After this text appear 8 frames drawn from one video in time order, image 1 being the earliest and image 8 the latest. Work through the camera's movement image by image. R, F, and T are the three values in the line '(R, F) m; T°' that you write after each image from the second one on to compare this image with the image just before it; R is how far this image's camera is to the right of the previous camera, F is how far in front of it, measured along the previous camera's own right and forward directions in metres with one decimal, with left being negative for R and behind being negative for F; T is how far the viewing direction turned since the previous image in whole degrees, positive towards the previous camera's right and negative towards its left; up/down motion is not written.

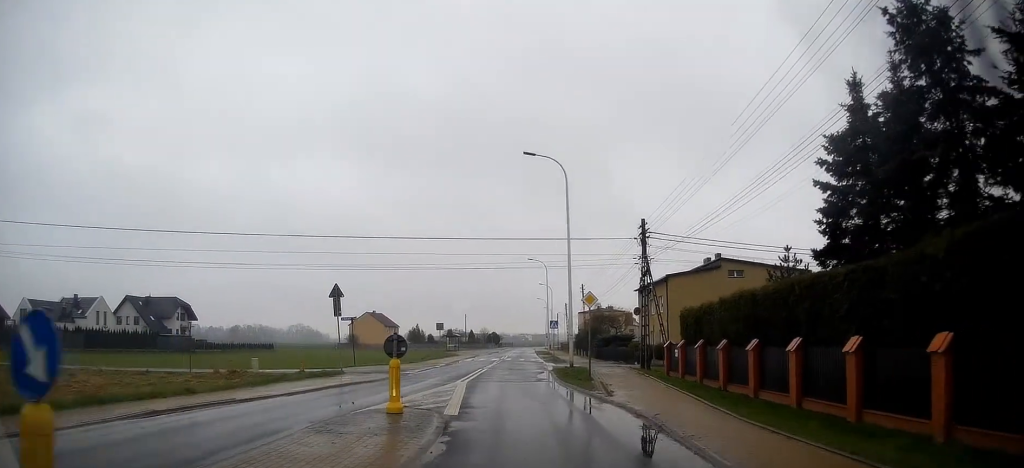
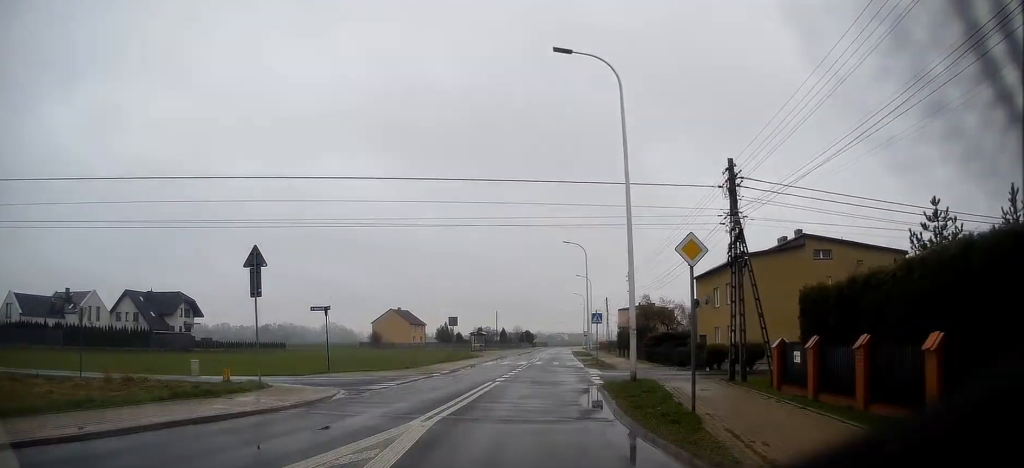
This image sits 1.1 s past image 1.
(-0.1, +10.3) m; -1°
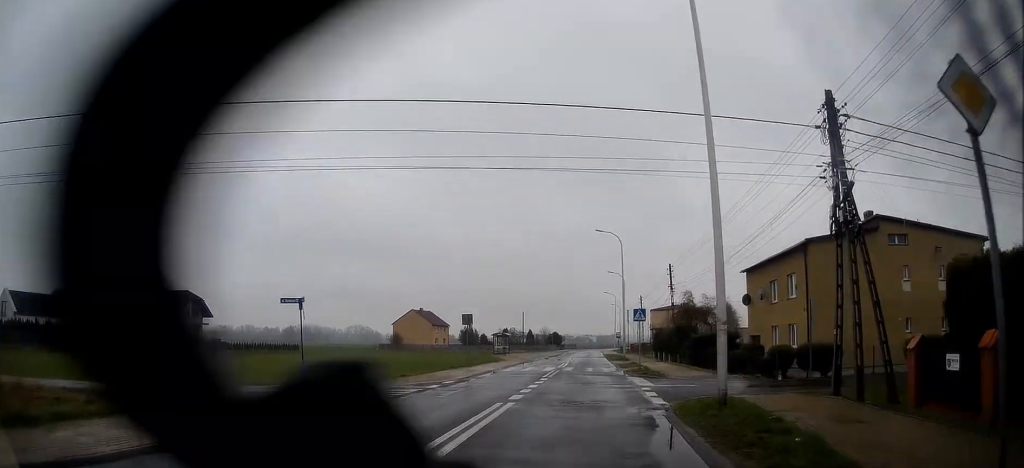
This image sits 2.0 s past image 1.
(-0.1, +7.1) m; -4°
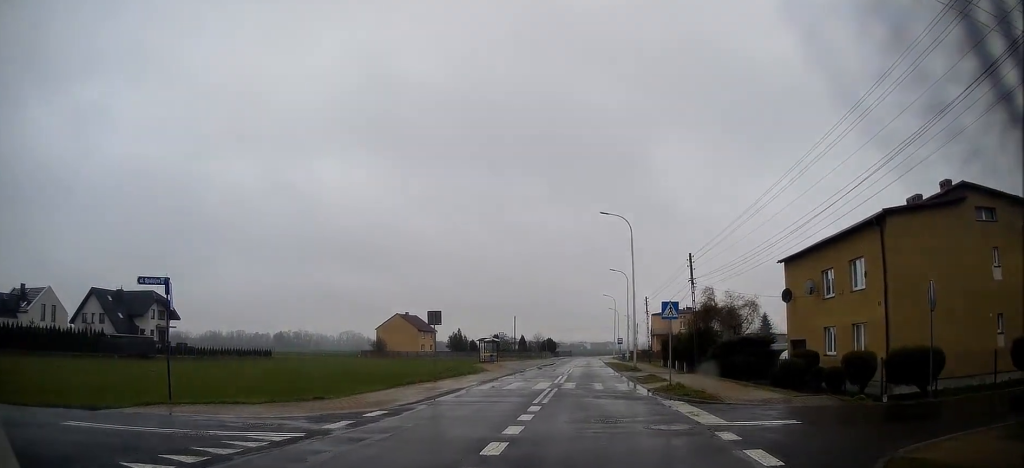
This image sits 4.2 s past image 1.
(-0.4, +10.8) m; +4°
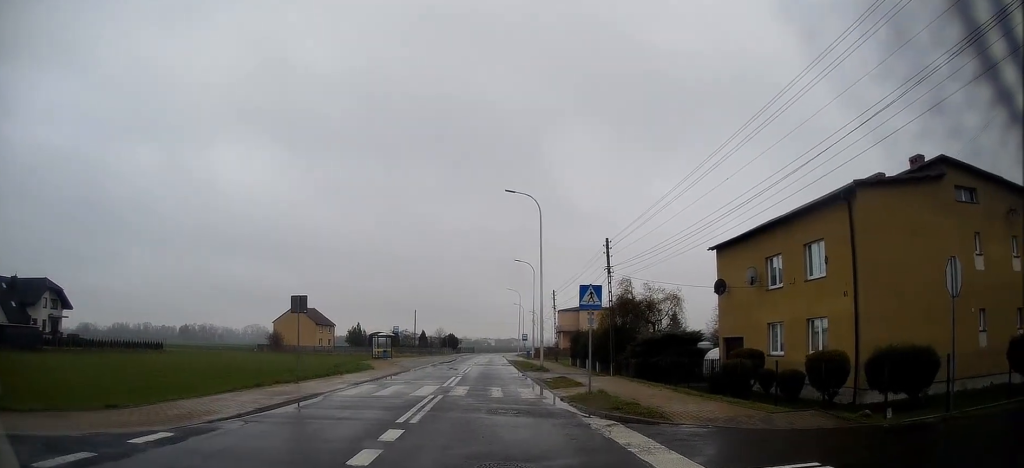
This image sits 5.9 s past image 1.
(+0.4, +5.0) m; +17°
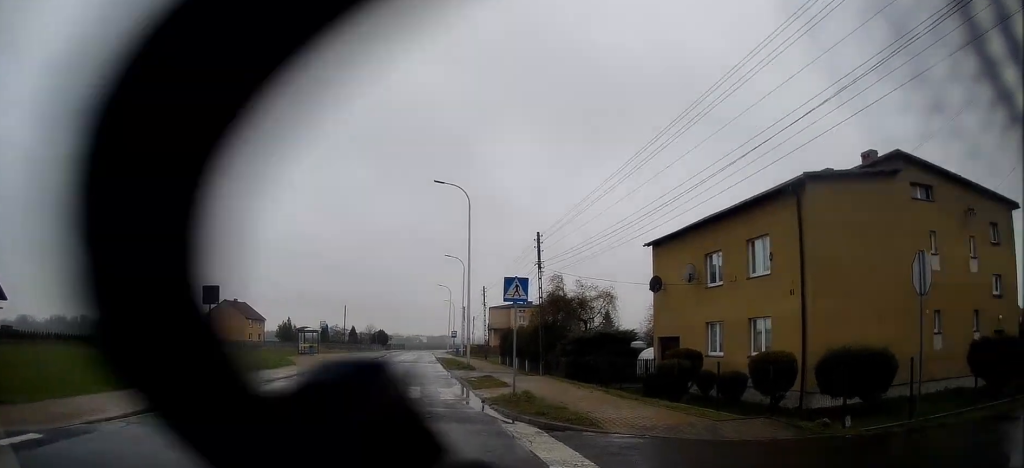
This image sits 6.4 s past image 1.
(-0.2, +1.2) m; +11°
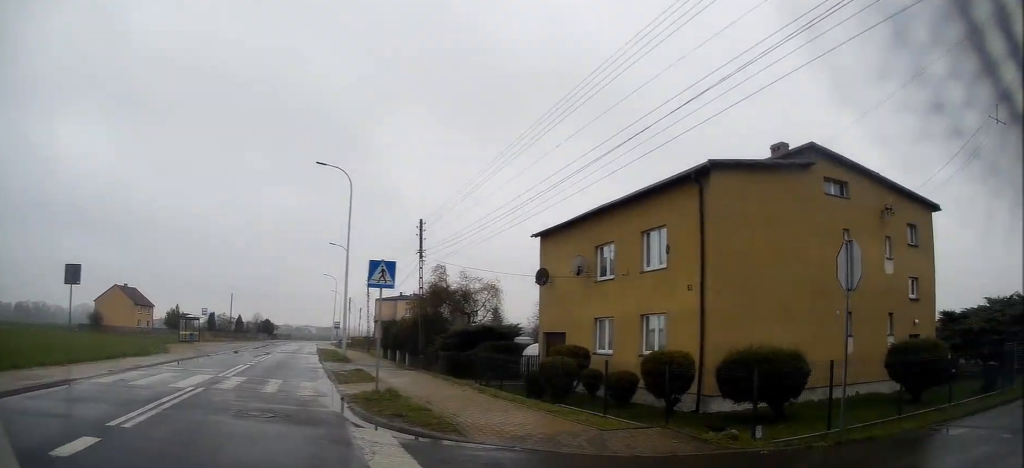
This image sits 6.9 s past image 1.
(+0.4, +1.5) m; +15°
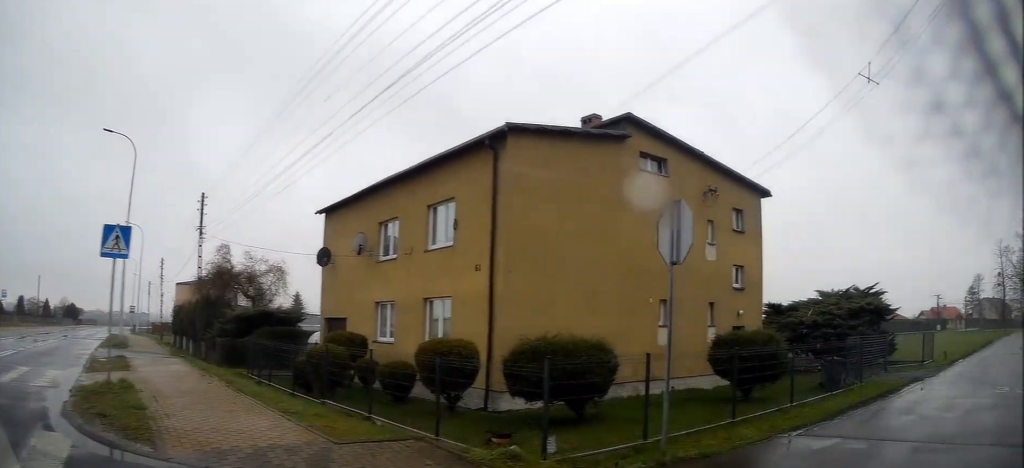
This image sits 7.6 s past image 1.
(+0.5, +2.3) m; +18°
